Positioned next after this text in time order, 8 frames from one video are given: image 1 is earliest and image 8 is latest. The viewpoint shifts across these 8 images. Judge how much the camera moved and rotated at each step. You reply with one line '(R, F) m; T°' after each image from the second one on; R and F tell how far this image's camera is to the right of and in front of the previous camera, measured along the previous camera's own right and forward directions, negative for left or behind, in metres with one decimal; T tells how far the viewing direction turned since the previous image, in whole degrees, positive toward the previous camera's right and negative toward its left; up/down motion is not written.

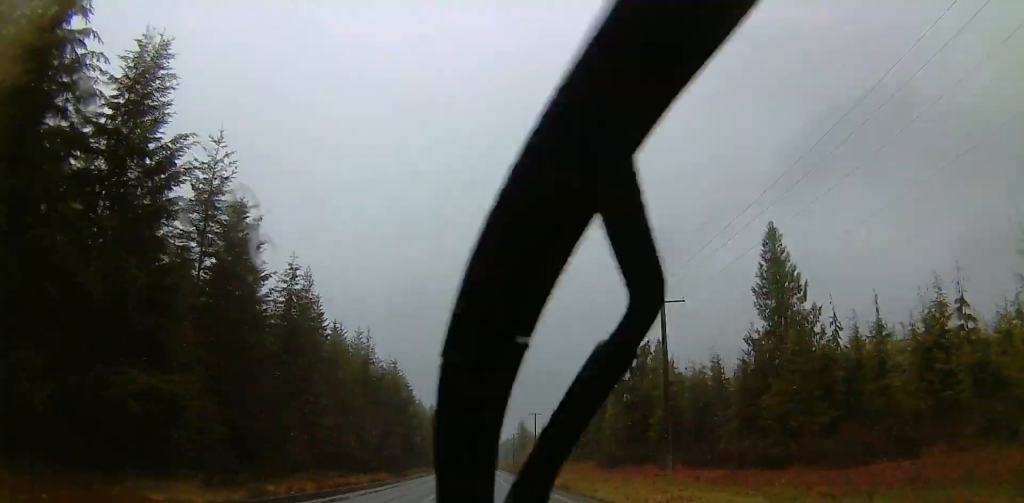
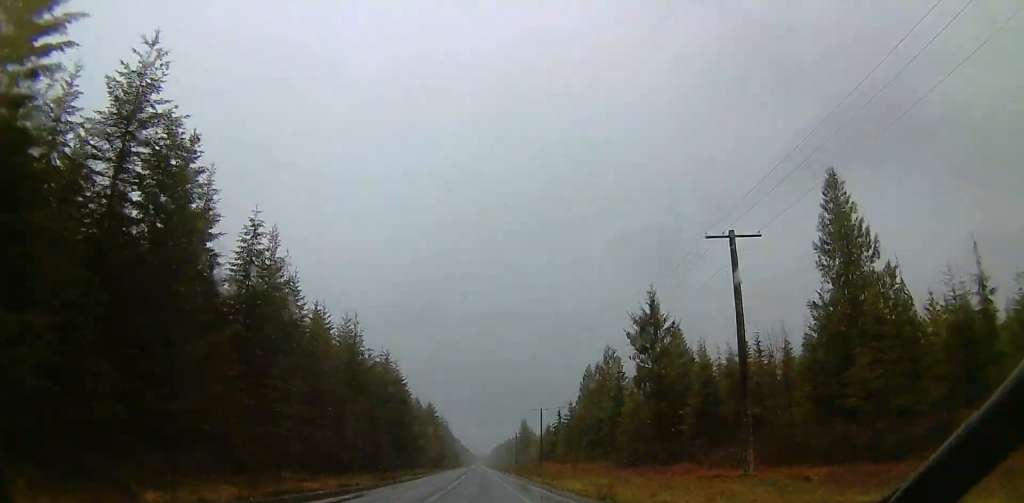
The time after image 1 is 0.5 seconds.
(0.0, +13.5) m; 0°
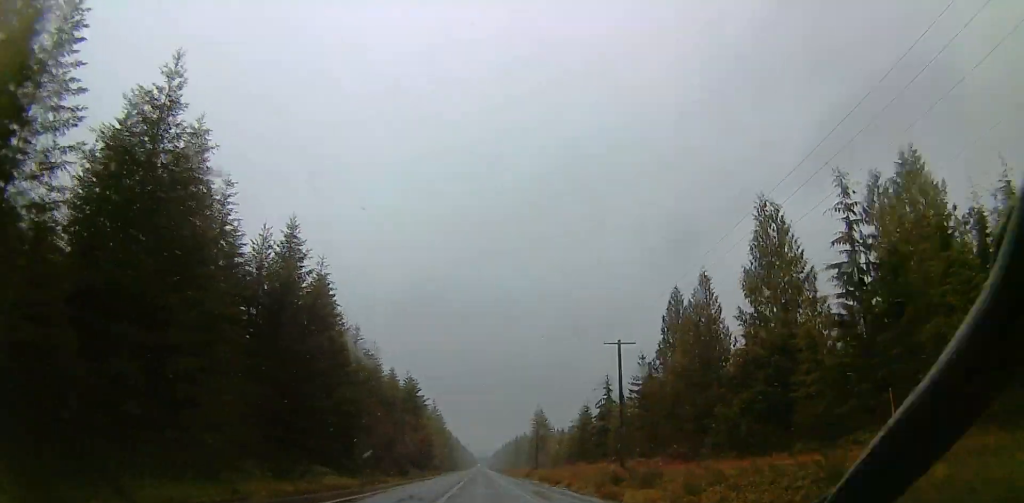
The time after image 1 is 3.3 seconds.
(0.0, +71.8) m; 0°
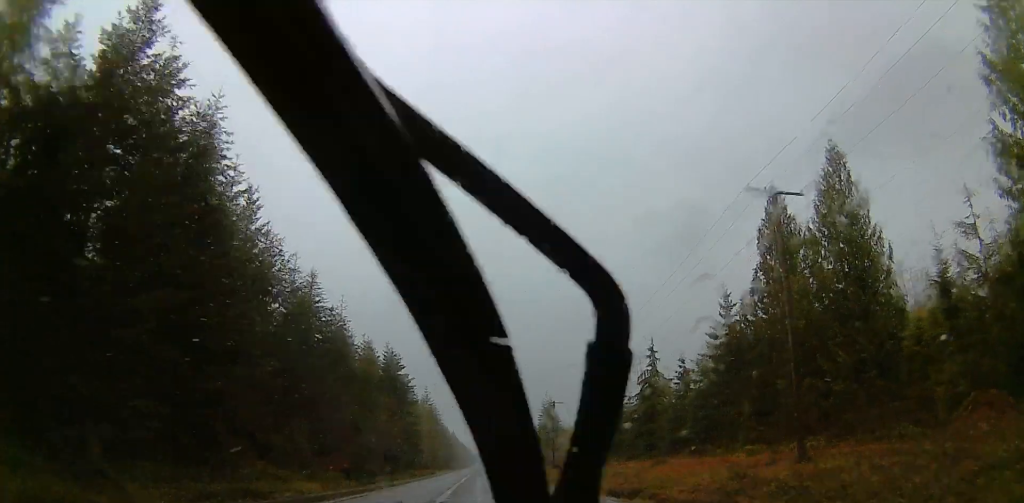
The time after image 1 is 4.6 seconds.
(0.0, +32.2) m; 0°
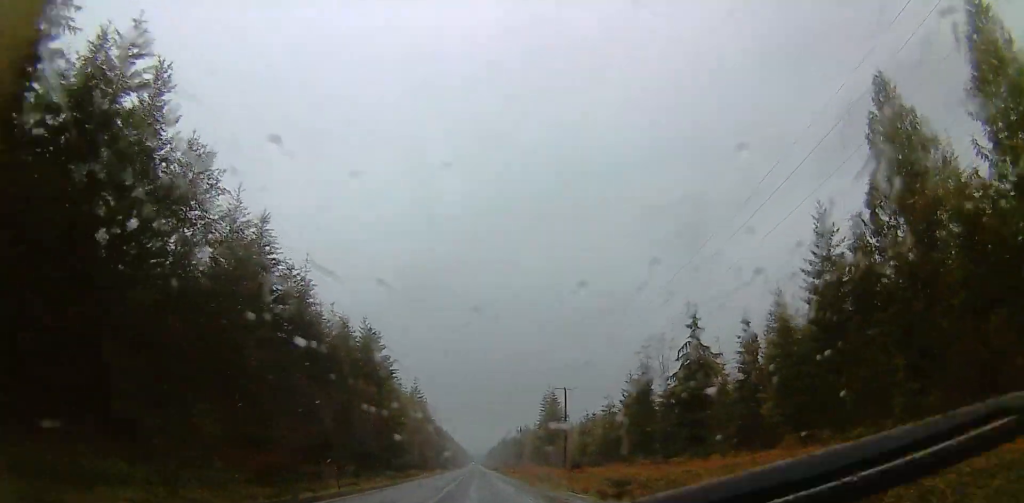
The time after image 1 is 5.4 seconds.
(0.0, +19.1) m; 0°
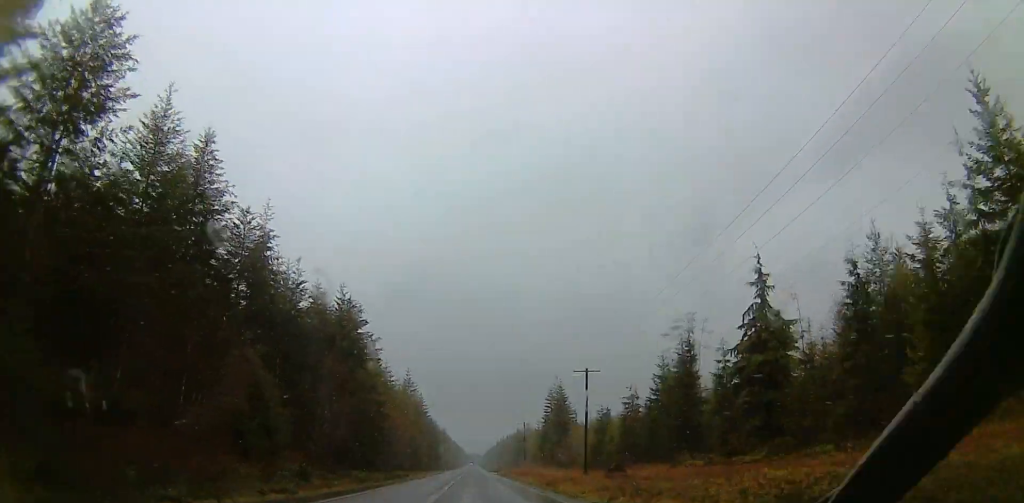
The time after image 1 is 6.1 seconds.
(0.0, +16.3) m; +2°
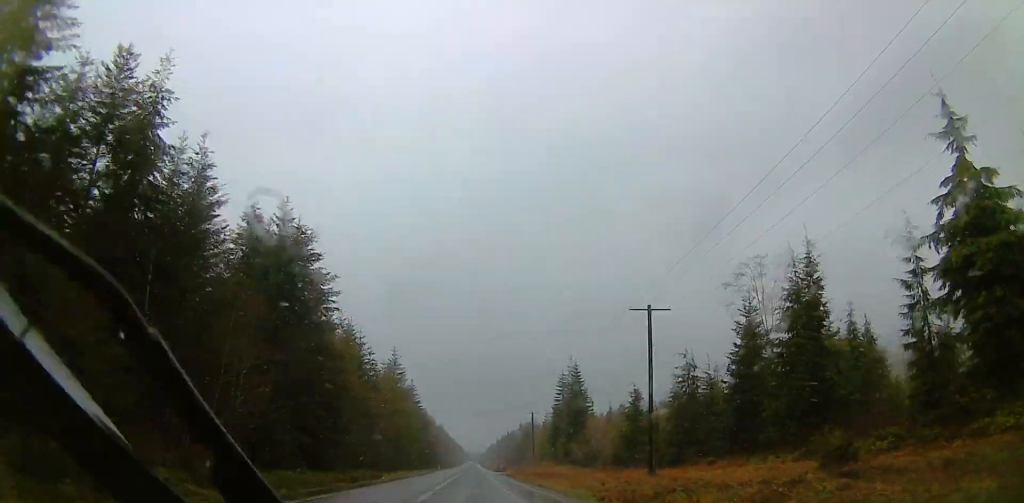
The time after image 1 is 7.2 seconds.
(+1.0, +24.0) m; +3°
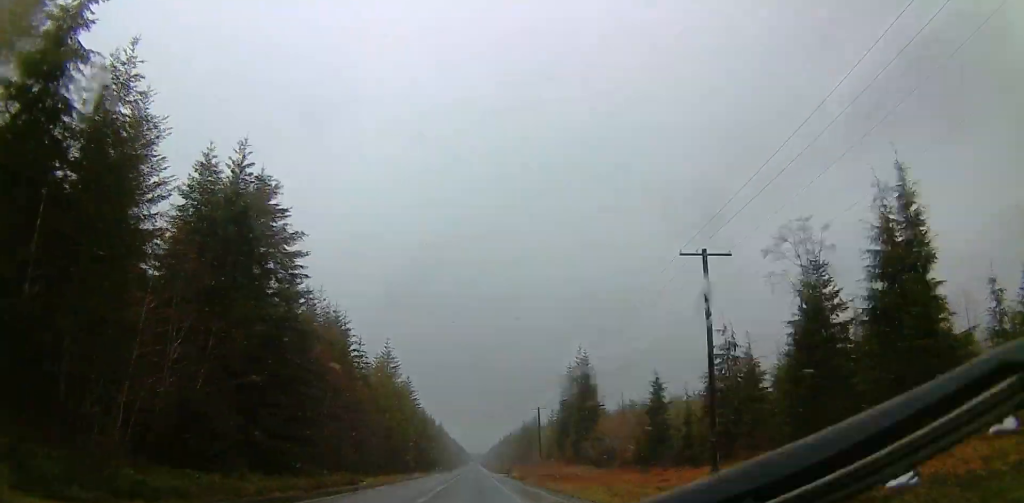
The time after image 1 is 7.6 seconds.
(+0.6, +10.3) m; +1°
